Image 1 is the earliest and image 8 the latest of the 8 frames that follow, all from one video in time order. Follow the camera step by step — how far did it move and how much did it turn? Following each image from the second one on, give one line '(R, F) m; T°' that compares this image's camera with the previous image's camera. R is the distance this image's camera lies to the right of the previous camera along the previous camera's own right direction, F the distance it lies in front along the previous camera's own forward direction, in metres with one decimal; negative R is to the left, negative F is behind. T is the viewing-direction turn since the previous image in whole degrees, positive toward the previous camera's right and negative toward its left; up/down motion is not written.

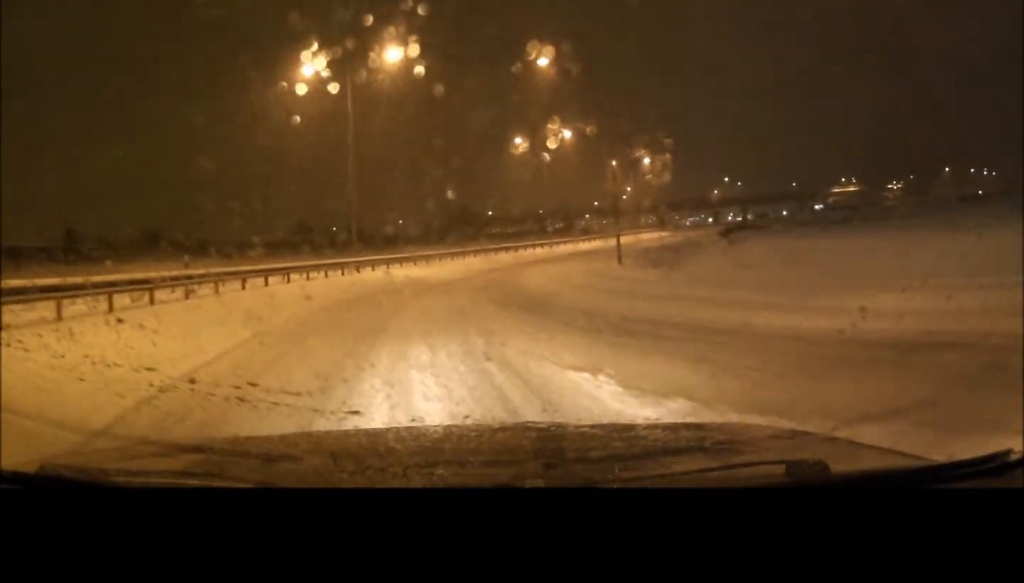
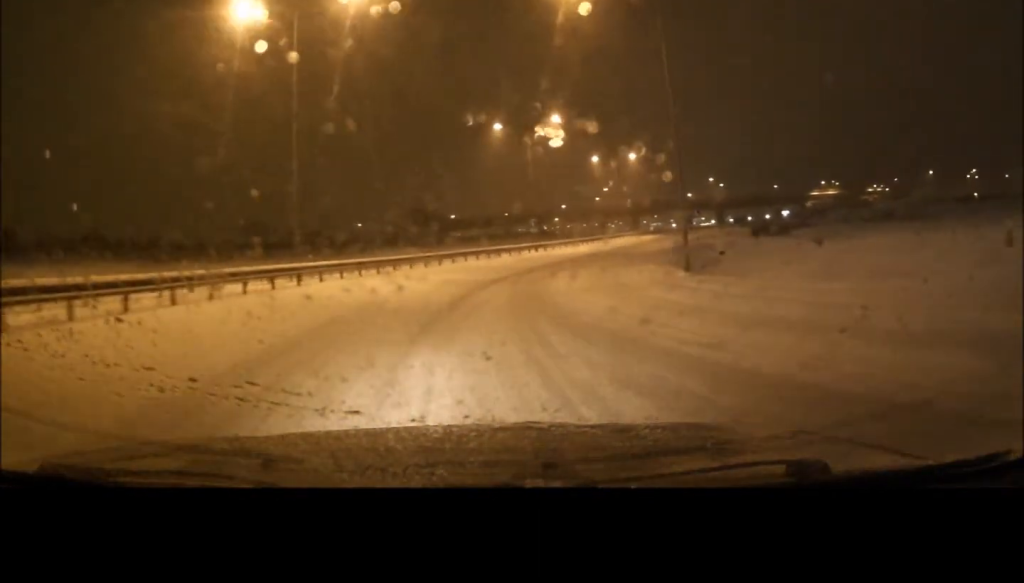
(+1.2, +10.4) m; +7°
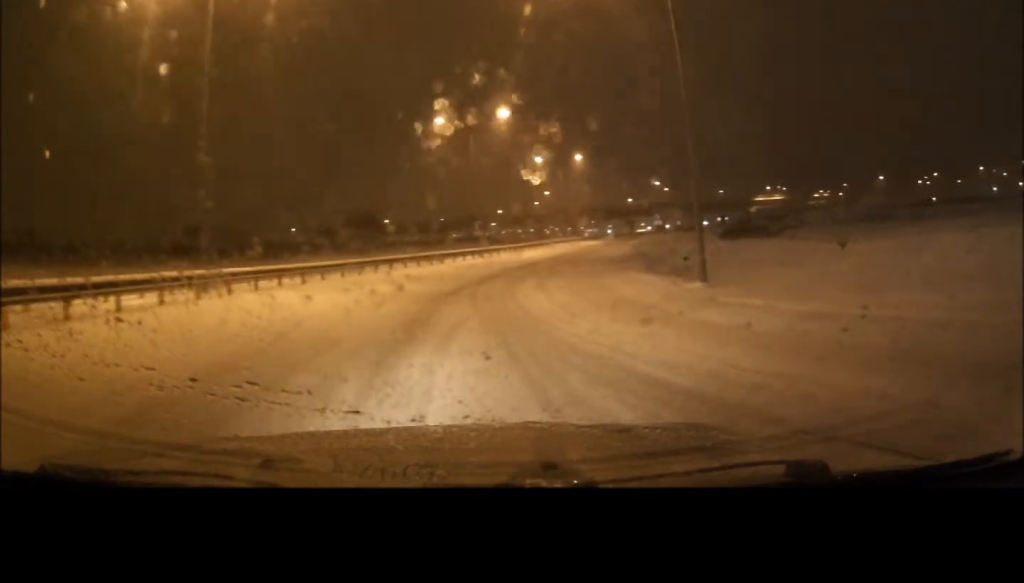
(+0.1, +5.3) m; +3°
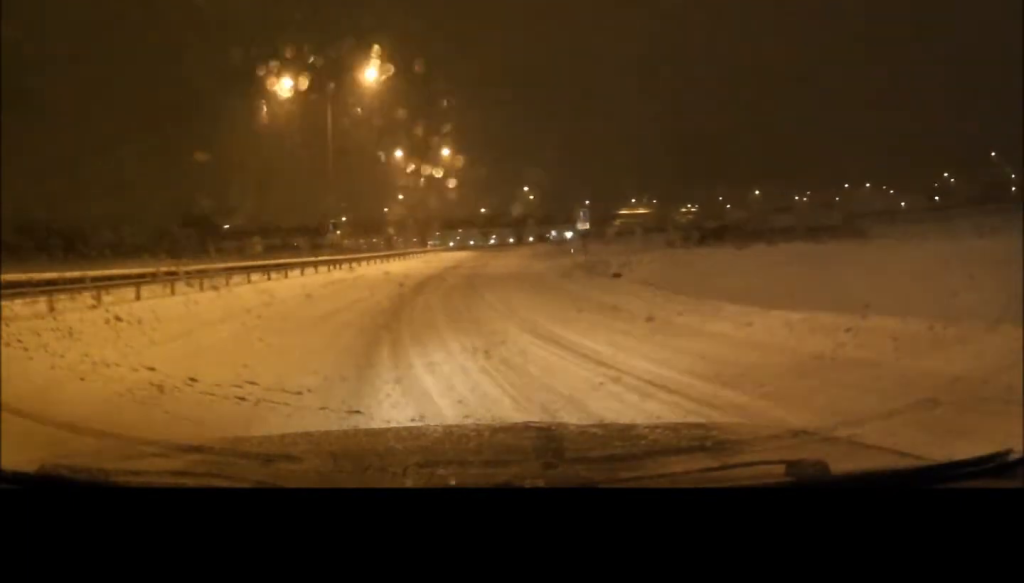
(+1.1, +14.7) m; +10°
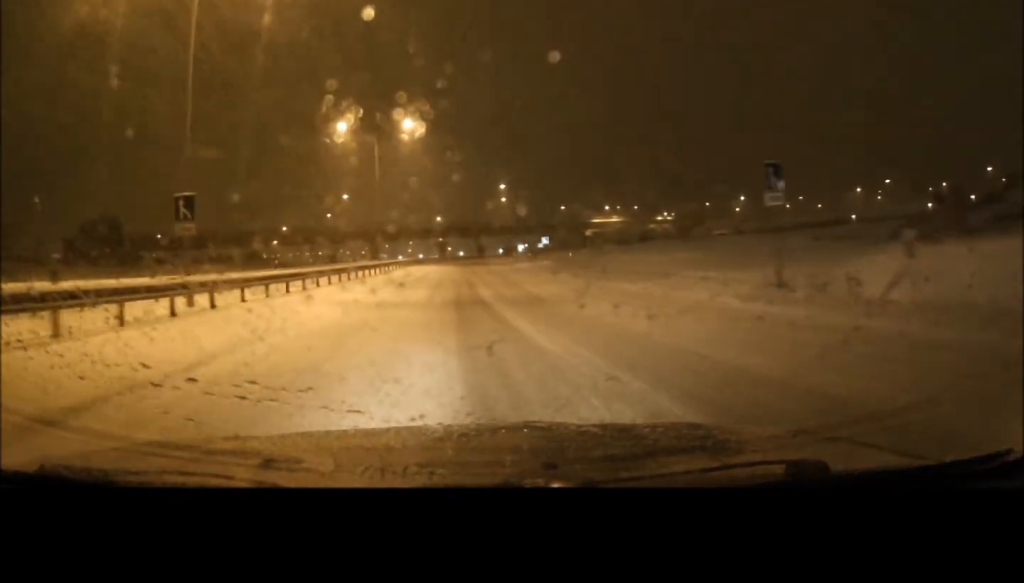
(+2.8, +23.6) m; +11°
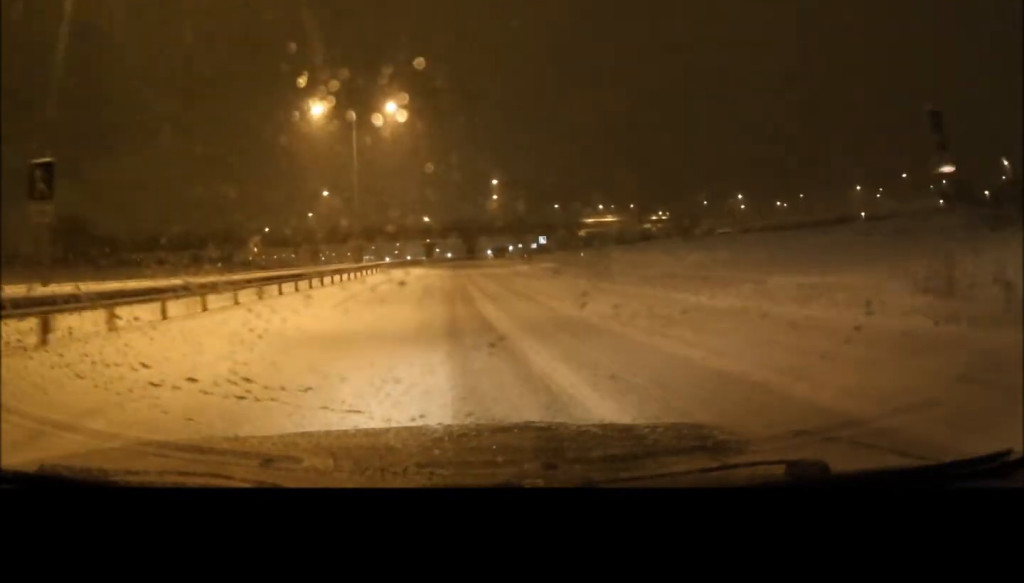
(+0.4, +6.9) m; +1°
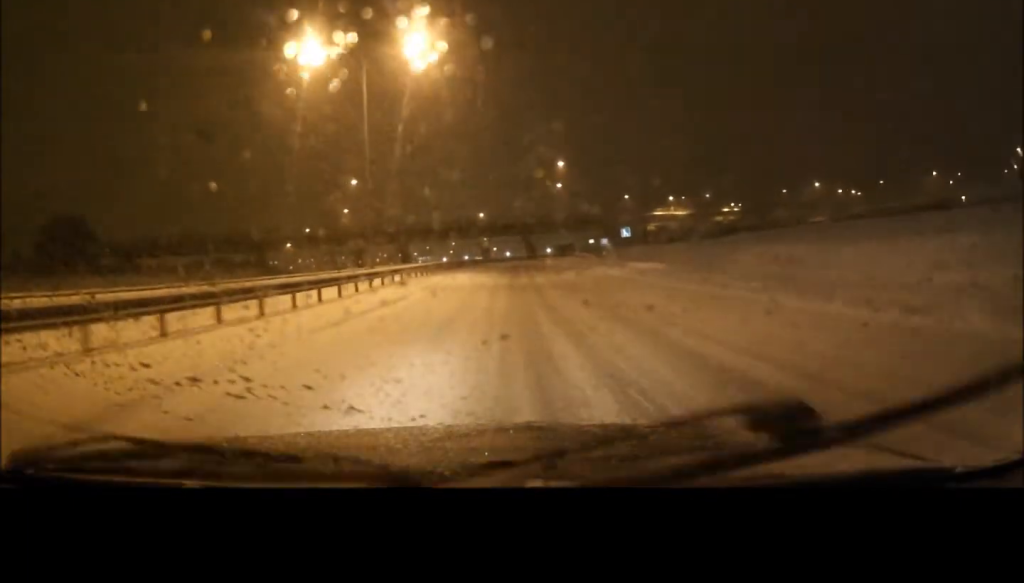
(-0.4, +14.9) m; -1°
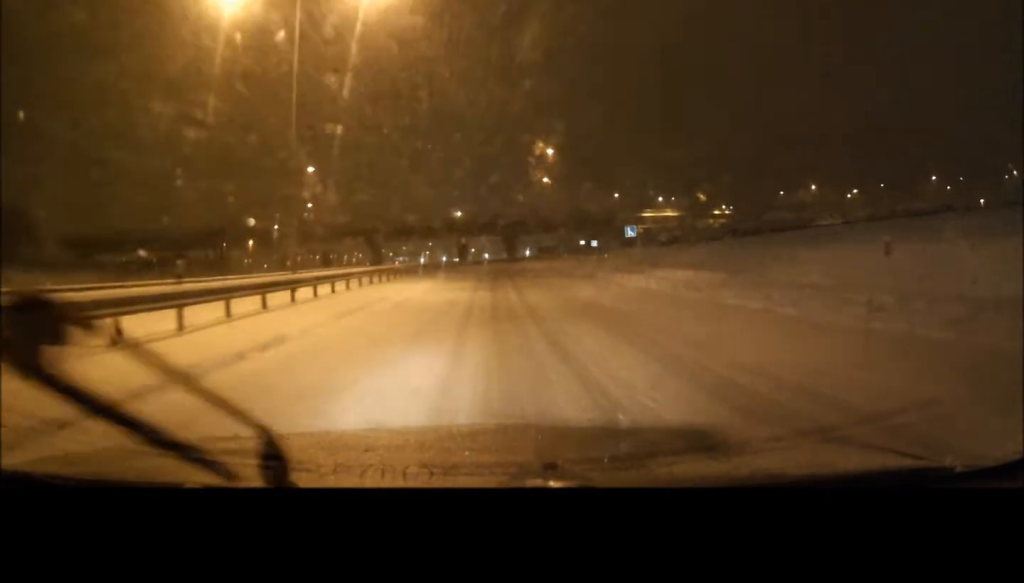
(+0.1, +9.3) m; +1°
